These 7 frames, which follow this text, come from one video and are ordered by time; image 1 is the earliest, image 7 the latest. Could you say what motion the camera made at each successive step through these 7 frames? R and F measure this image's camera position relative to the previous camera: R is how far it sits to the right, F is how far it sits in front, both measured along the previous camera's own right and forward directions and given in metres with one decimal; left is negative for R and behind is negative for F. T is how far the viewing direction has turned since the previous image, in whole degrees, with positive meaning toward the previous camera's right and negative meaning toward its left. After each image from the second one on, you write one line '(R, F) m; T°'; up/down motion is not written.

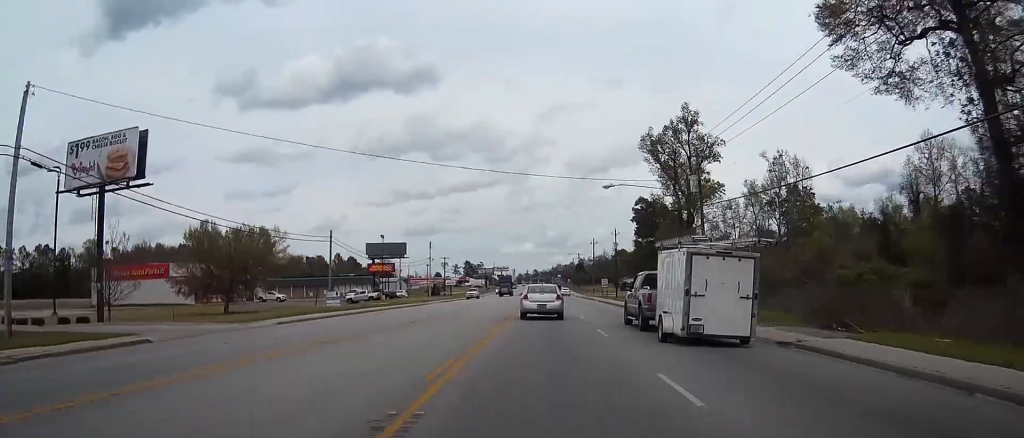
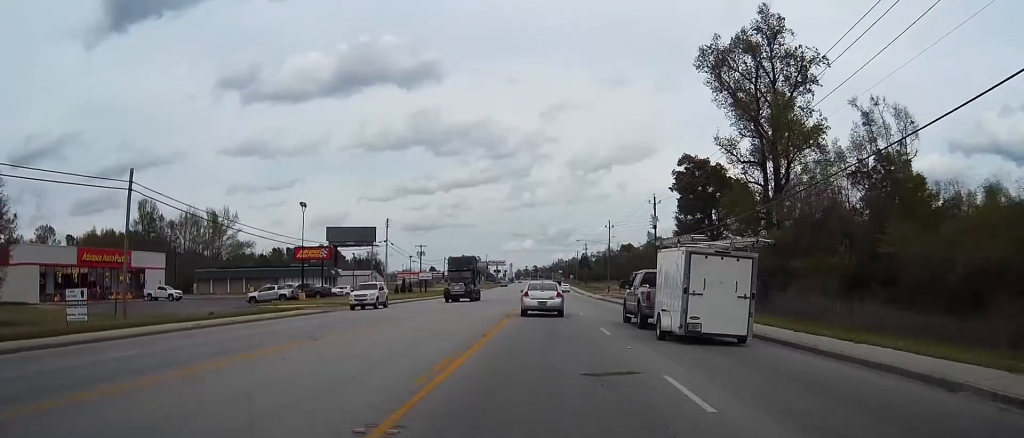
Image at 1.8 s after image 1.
(-0.3, +36.9) m; -1°
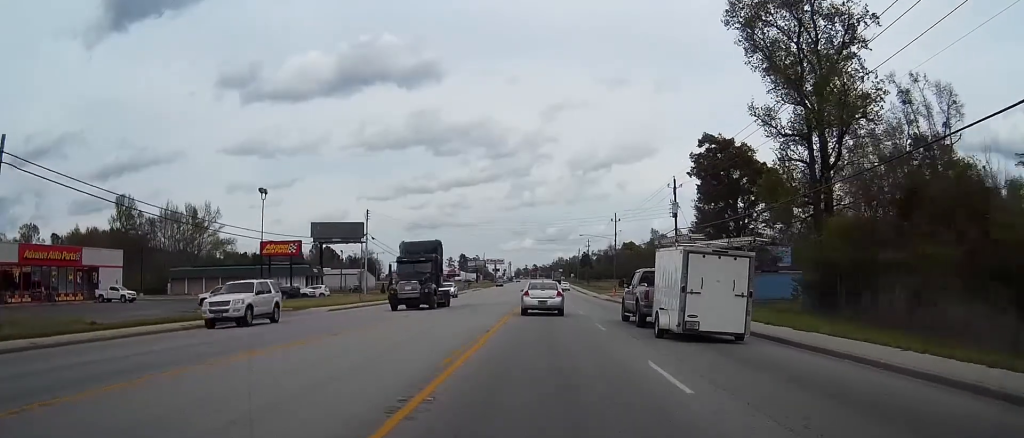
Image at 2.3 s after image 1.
(-0.1, +11.3) m; 0°
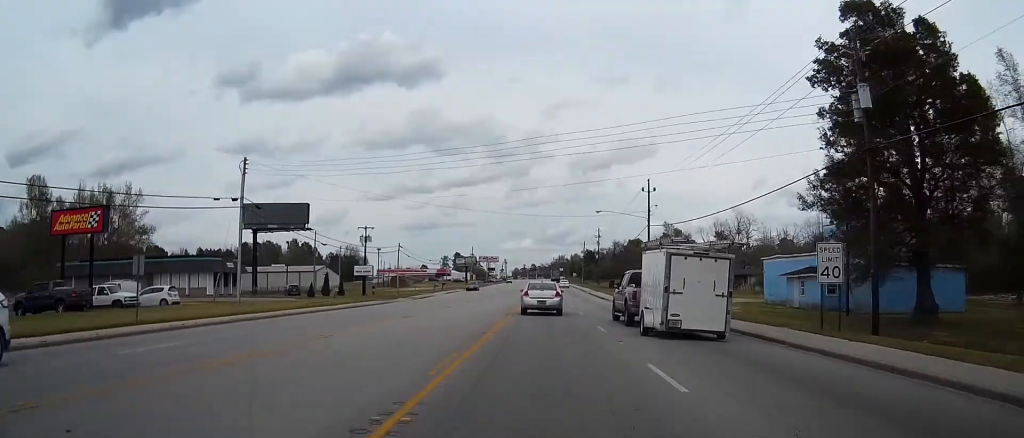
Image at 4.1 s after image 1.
(0.0, +37.4) m; 0°
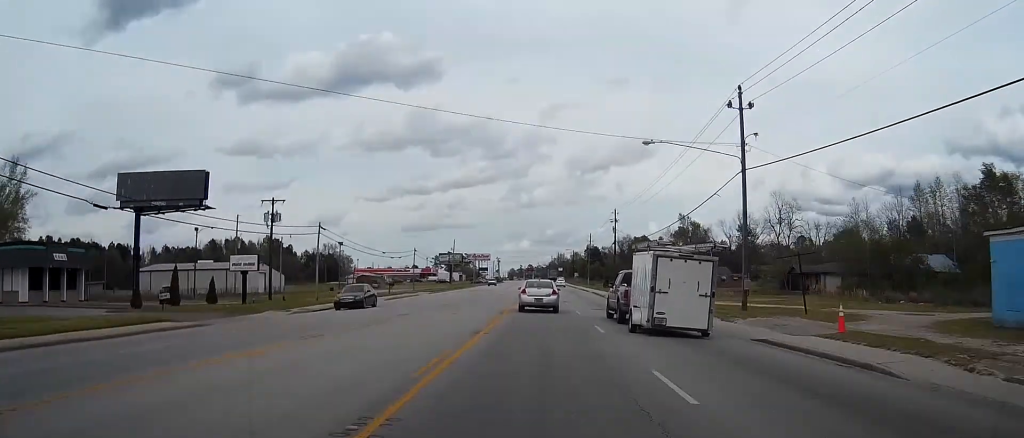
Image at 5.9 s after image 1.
(+0.1, +37.7) m; +1°
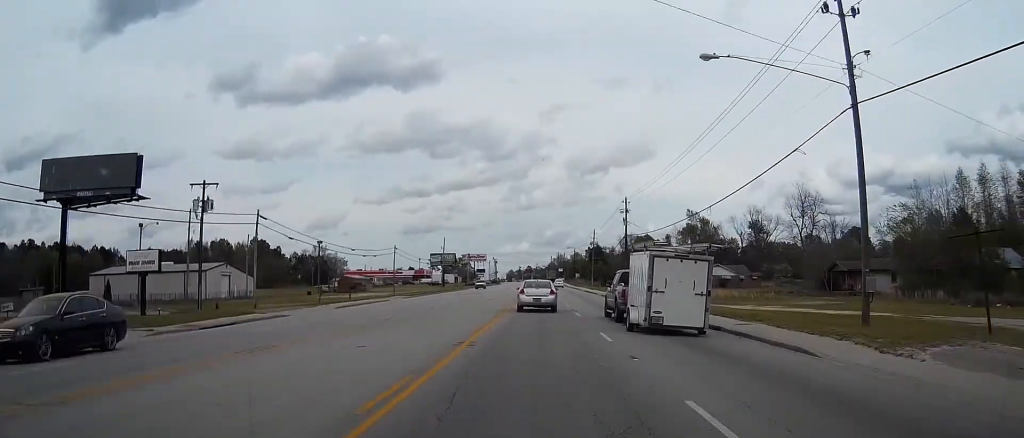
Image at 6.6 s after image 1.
(0.0, +15.2) m; 0°
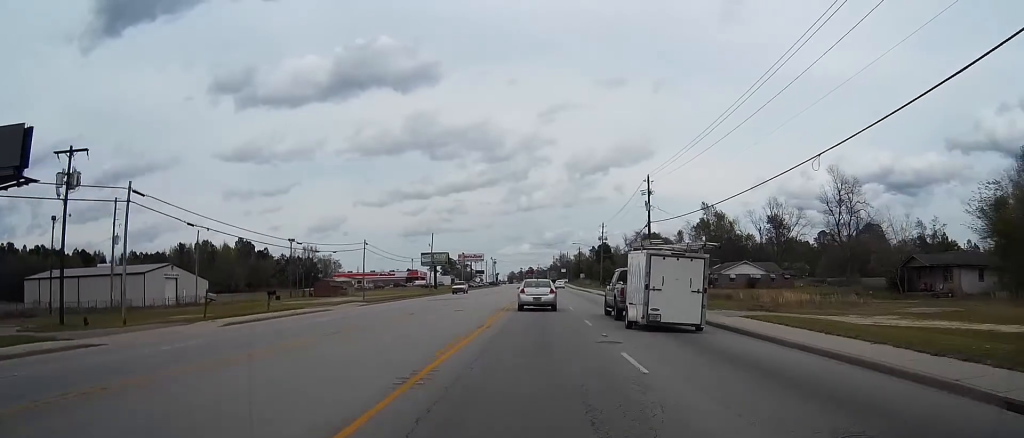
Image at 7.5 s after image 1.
(+0.1, +18.6) m; 0°
